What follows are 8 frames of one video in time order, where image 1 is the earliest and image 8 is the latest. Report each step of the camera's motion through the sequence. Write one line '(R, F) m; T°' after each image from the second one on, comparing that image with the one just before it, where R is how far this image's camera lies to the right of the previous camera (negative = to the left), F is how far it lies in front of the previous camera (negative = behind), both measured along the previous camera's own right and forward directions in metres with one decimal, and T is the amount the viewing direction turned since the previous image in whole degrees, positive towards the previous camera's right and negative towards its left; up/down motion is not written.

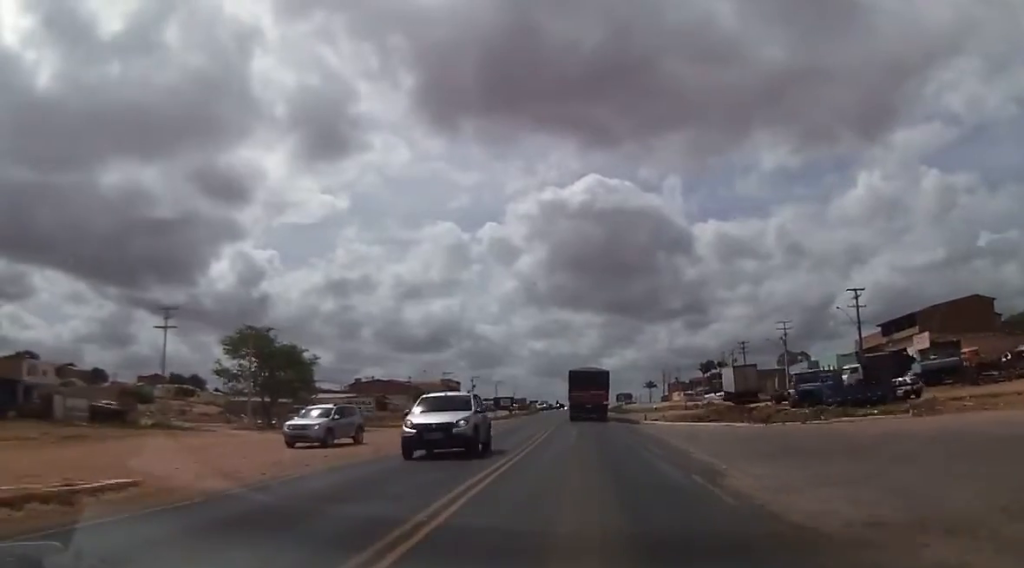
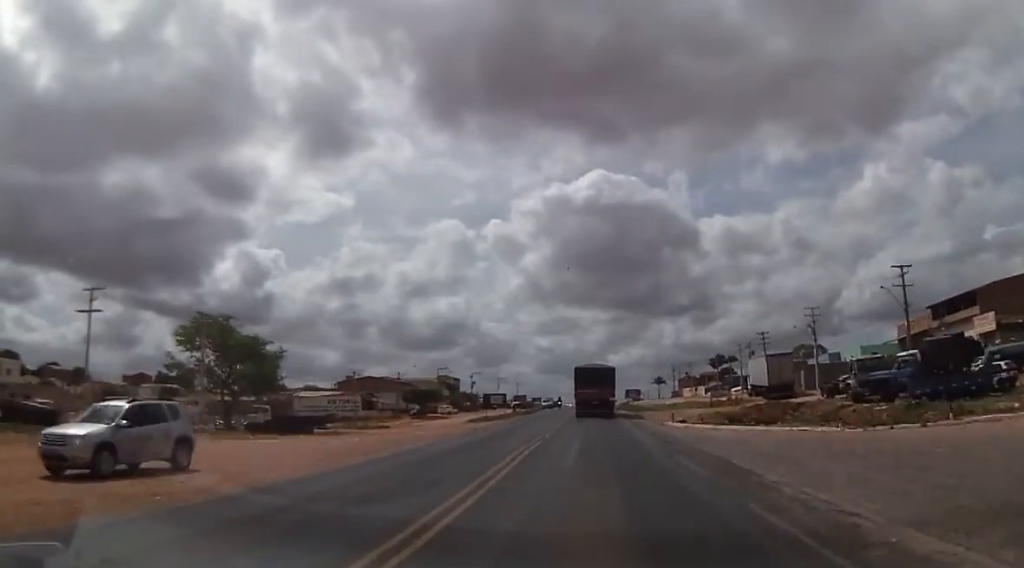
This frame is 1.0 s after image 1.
(+0.1, +11.9) m; 0°
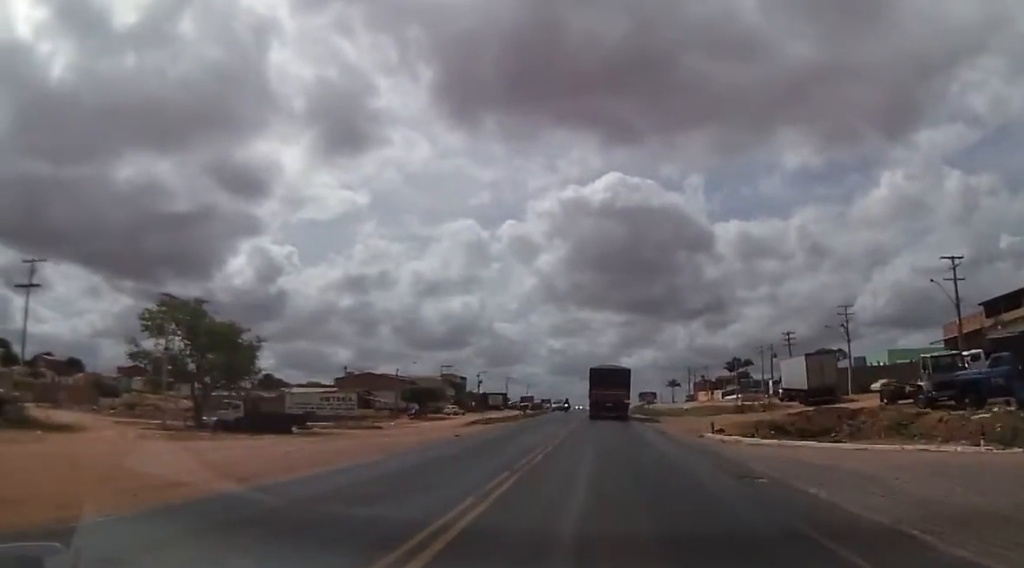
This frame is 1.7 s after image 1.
(0.0, +8.6) m; +1°
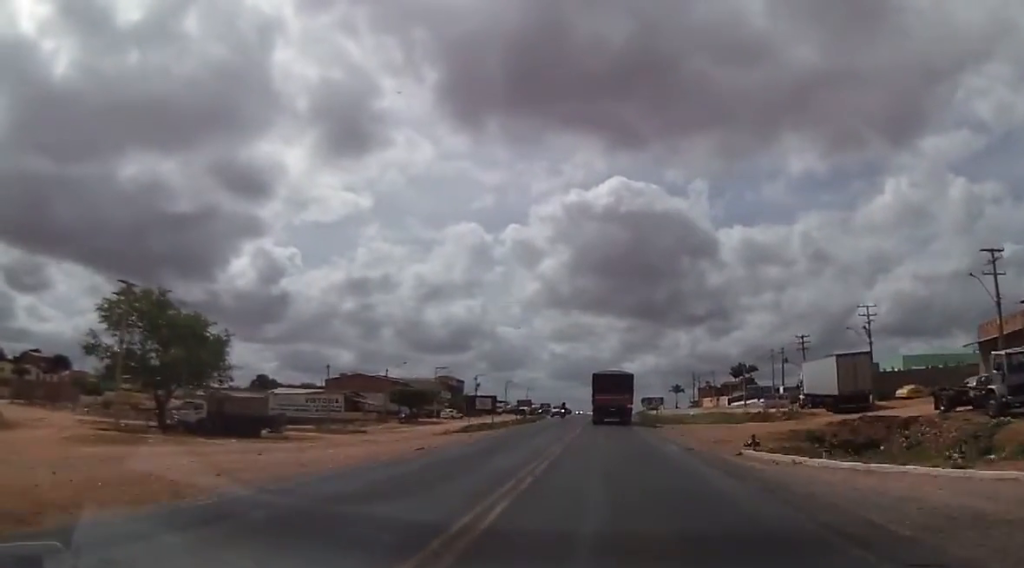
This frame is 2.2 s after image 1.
(-0.2, +7.0) m; +1°
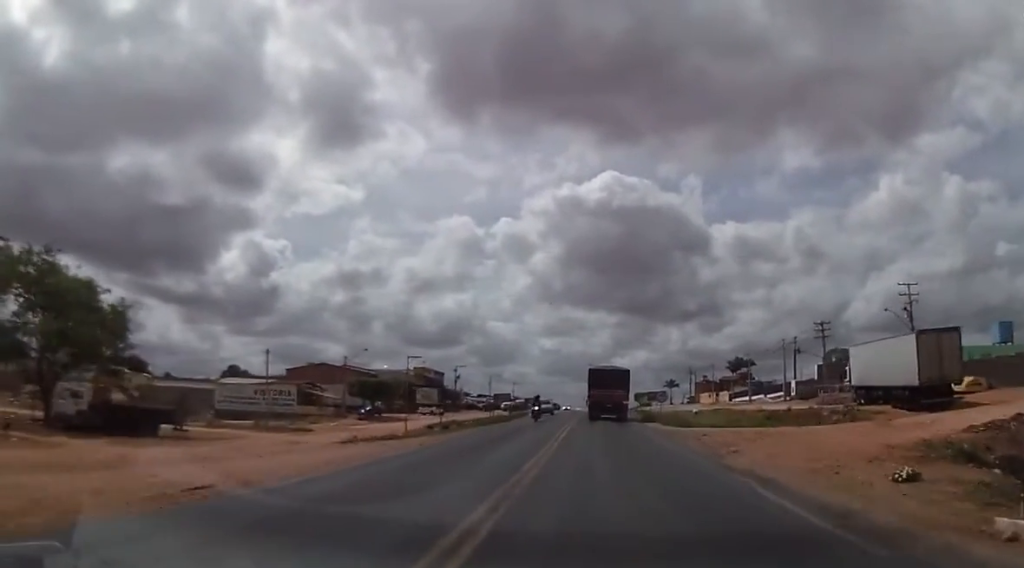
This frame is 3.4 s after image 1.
(+0.7, +14.8) m; 0°
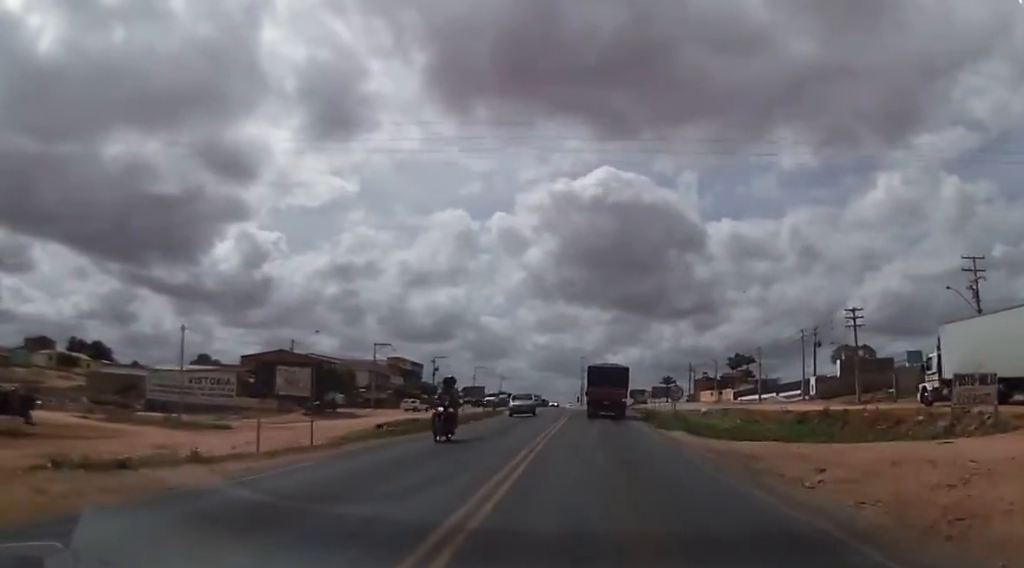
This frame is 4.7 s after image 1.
(-0.9, +15.6) m; -3°
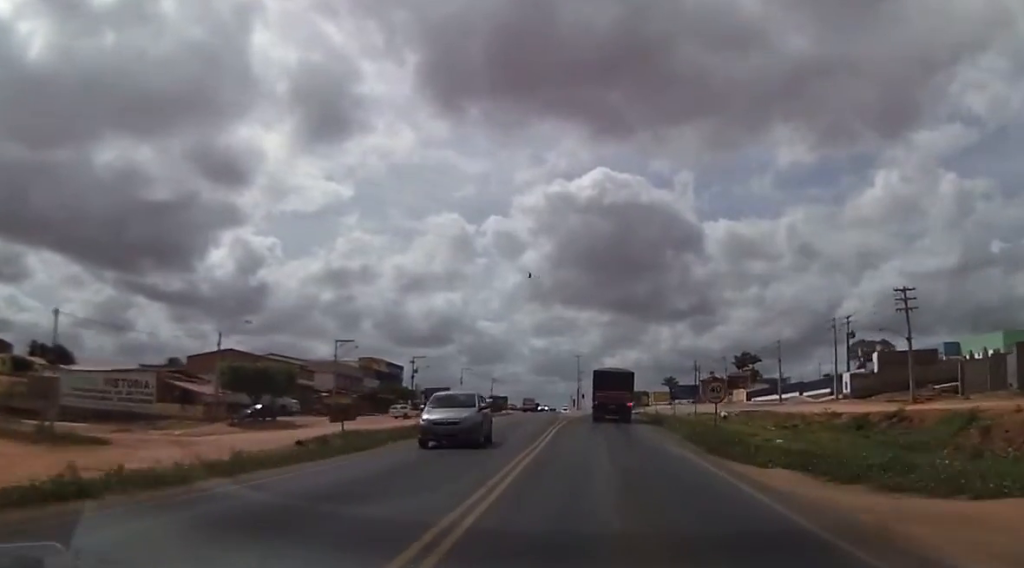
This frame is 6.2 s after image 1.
(-0.2, +16.6) m; +1°
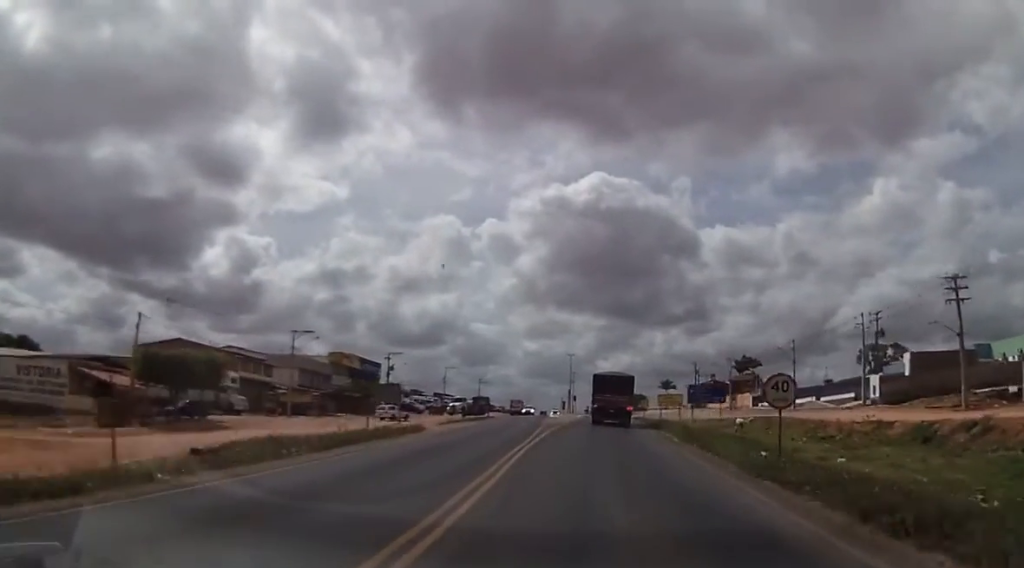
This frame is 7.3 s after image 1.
(+0.5, +12.2) m; +3°
